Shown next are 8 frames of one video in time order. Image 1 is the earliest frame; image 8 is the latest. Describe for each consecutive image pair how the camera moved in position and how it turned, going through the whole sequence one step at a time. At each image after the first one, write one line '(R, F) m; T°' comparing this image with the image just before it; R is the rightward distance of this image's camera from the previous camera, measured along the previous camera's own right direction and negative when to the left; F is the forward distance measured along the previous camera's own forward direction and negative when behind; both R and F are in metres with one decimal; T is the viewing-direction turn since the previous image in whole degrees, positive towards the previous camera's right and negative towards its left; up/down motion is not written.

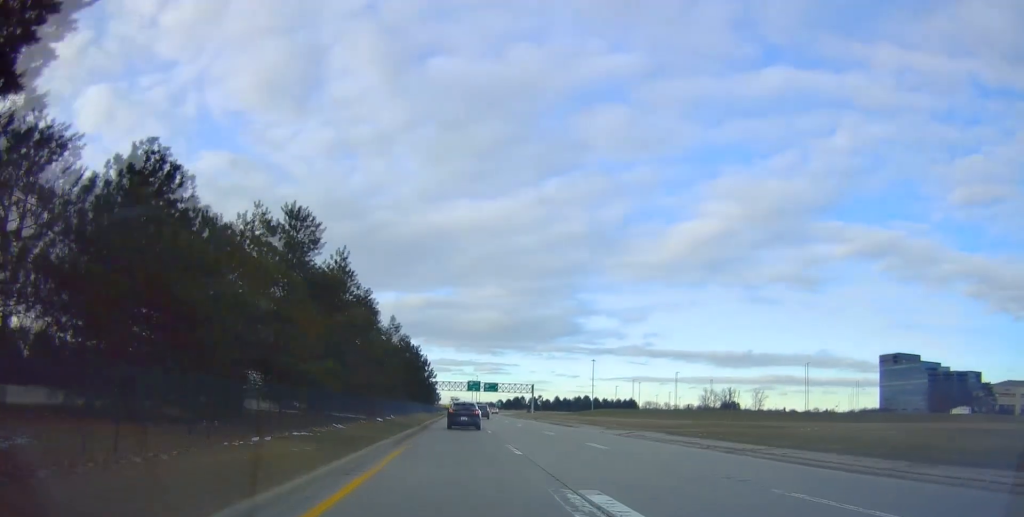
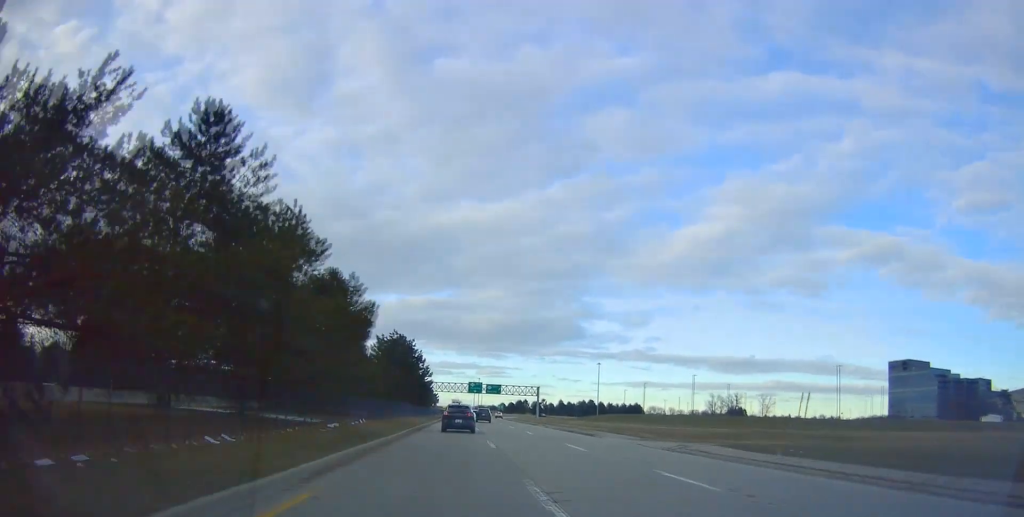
(0.0, +9.7) m; 0°
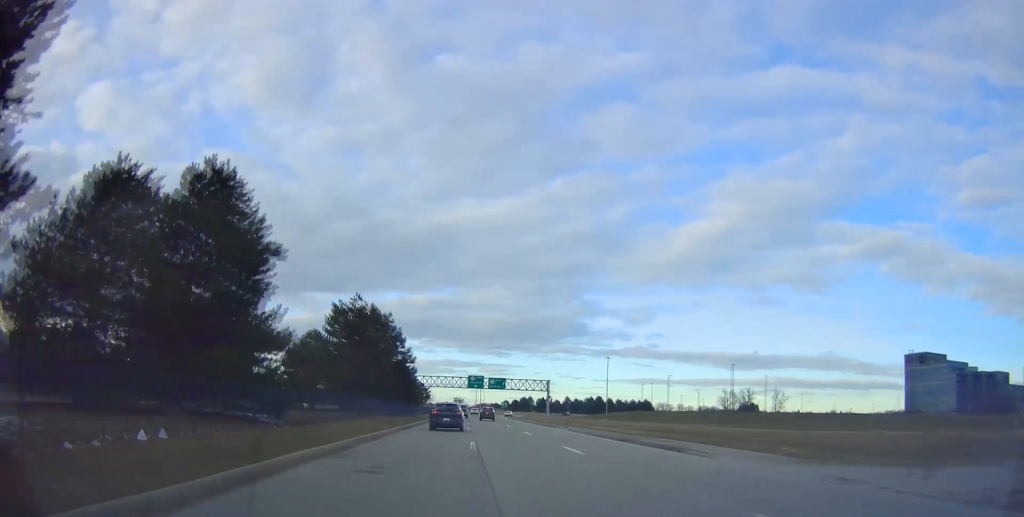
(0.0, +18.7) m; 0°
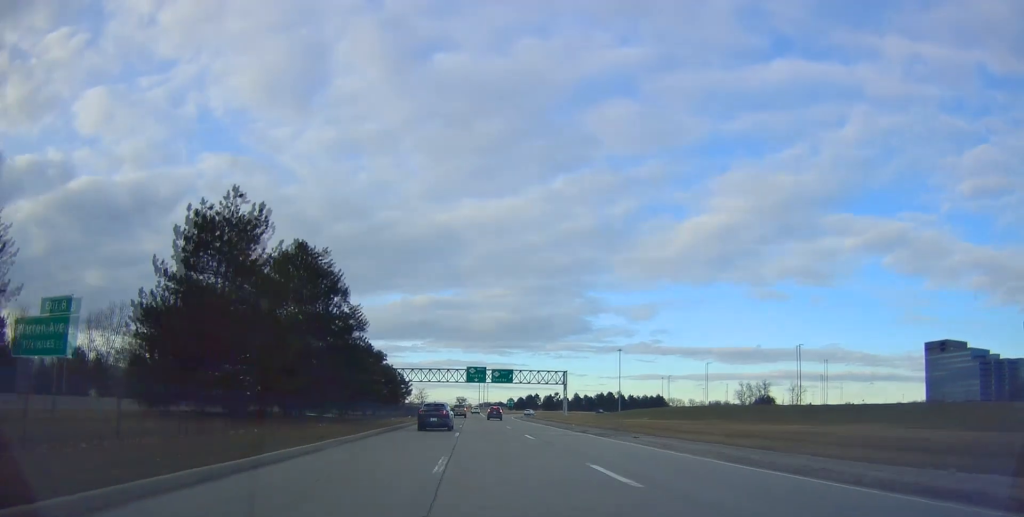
(0.0, +22.6) m; 0°
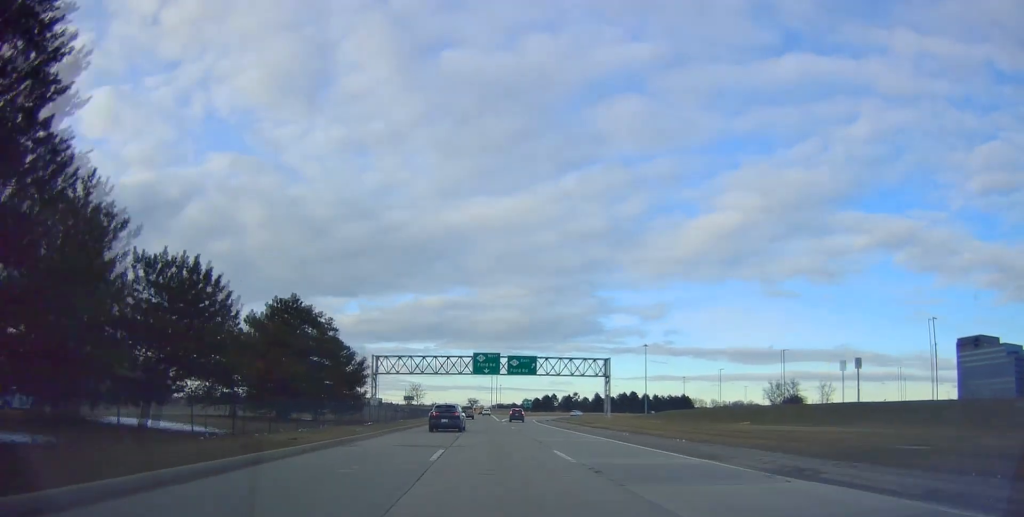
(0.0, +26.5) m; 0°
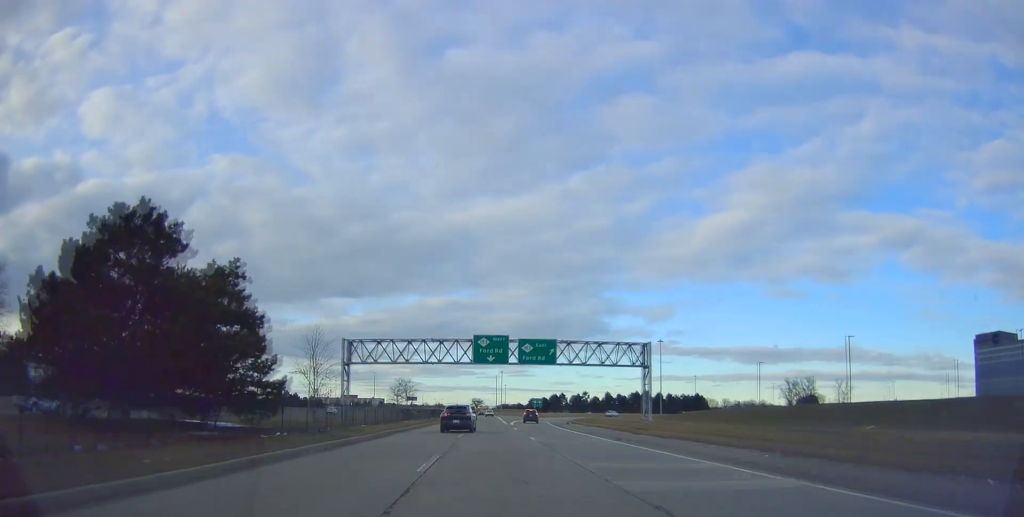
(0.0, +16.8) m; 0°
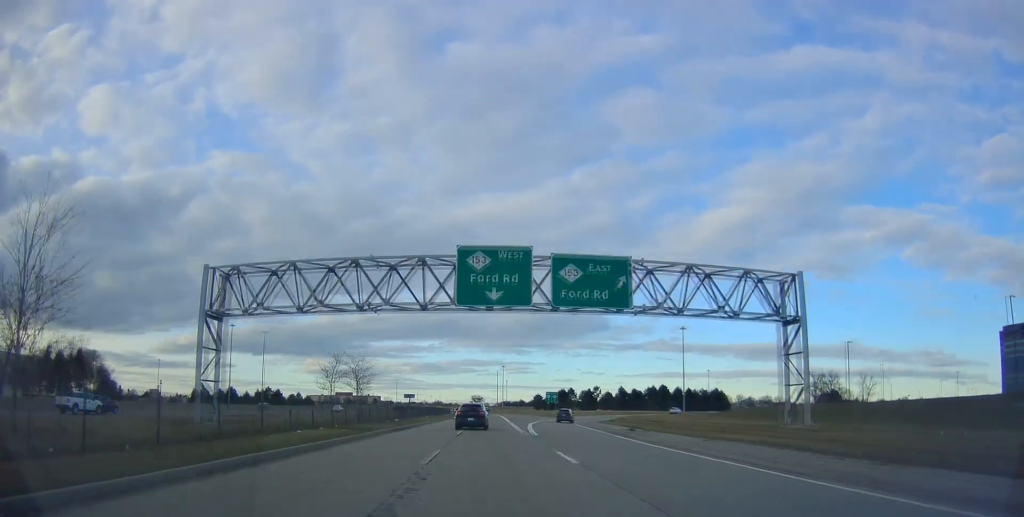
(-0.1, +29.6) m; -1°
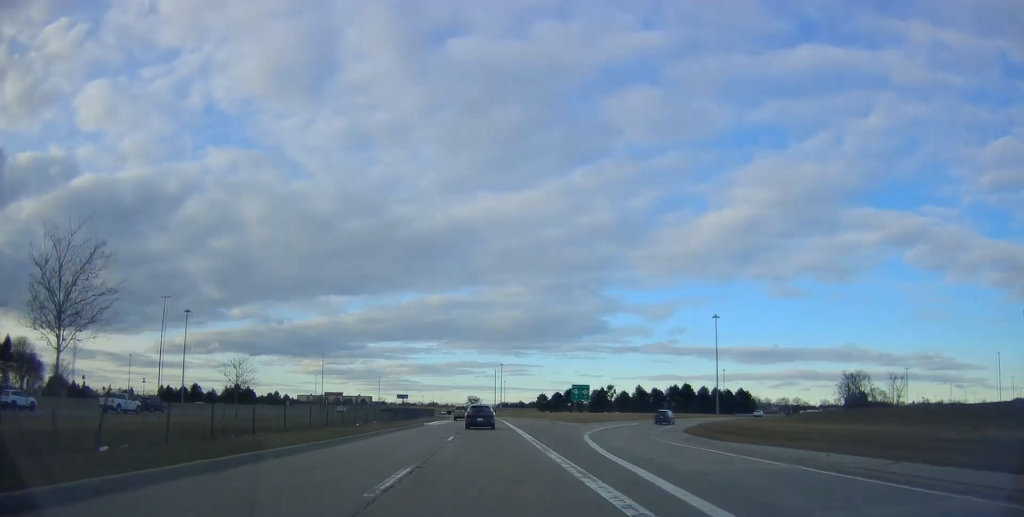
(0.0, +36.4) m; +1°
